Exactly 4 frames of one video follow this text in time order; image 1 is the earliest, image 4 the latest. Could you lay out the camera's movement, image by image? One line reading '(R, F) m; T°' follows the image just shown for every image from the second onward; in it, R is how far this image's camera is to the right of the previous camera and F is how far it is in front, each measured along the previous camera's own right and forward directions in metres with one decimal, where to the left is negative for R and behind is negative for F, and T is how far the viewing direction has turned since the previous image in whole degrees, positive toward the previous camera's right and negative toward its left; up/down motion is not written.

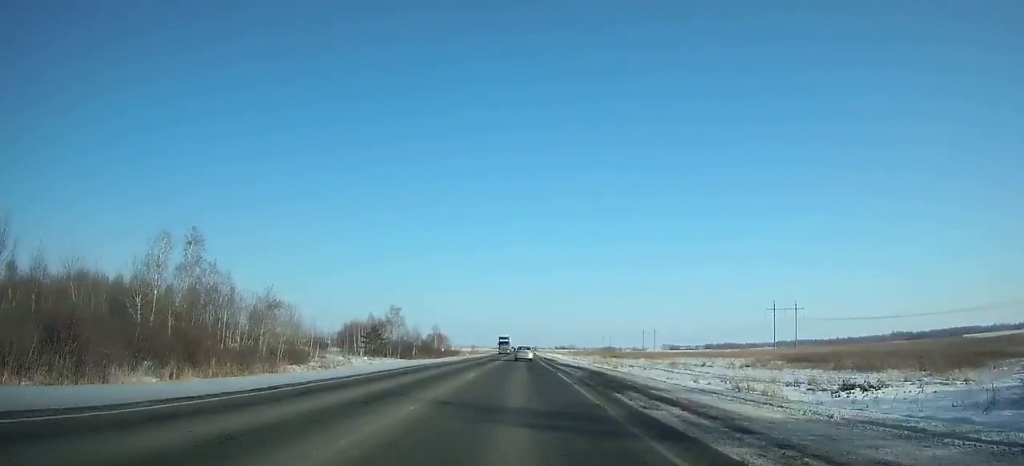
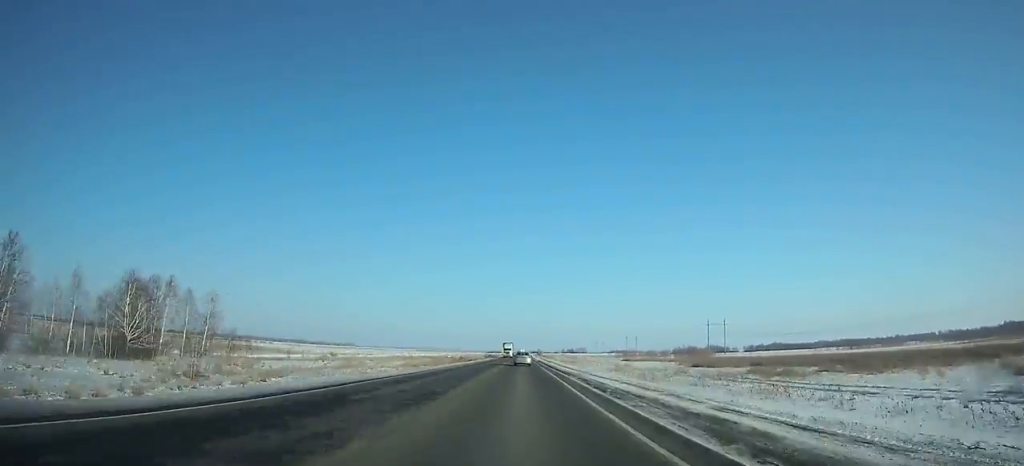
(-0.5, +244.3) m; 0°
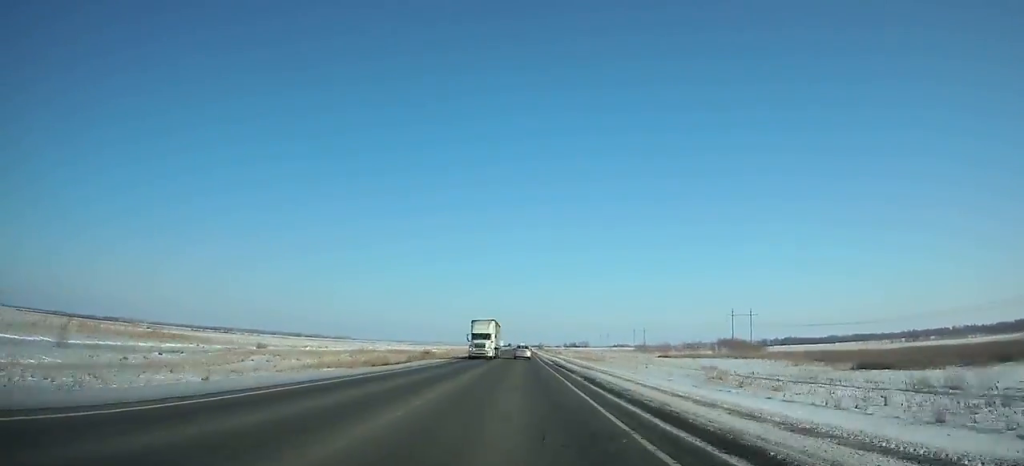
(0.0, +53.1) m; 0°
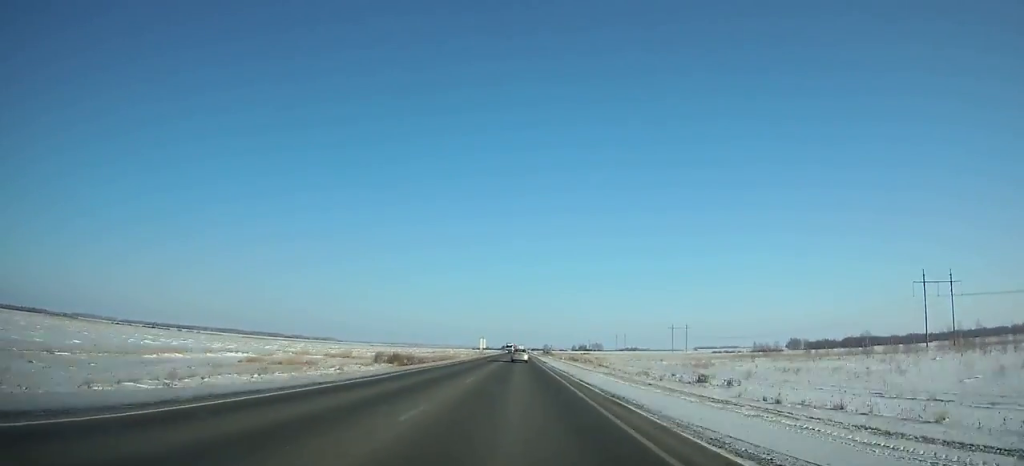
(-0.5, +203.7) m; 0°
